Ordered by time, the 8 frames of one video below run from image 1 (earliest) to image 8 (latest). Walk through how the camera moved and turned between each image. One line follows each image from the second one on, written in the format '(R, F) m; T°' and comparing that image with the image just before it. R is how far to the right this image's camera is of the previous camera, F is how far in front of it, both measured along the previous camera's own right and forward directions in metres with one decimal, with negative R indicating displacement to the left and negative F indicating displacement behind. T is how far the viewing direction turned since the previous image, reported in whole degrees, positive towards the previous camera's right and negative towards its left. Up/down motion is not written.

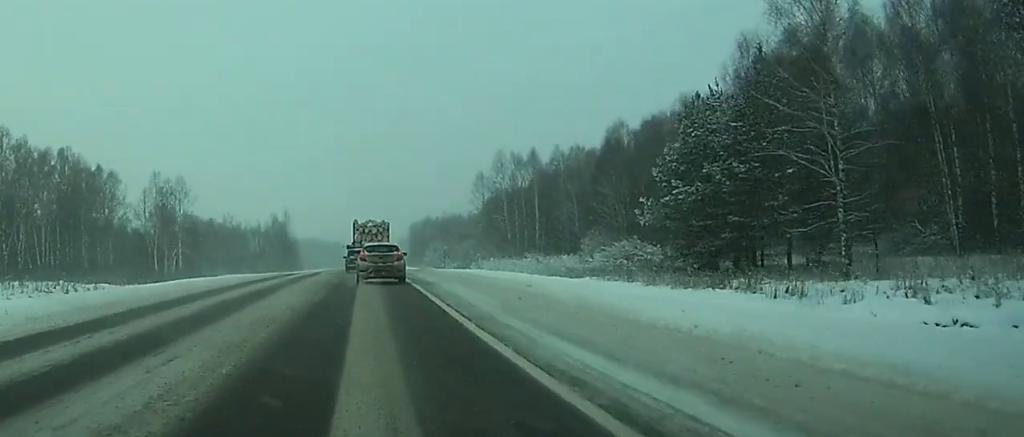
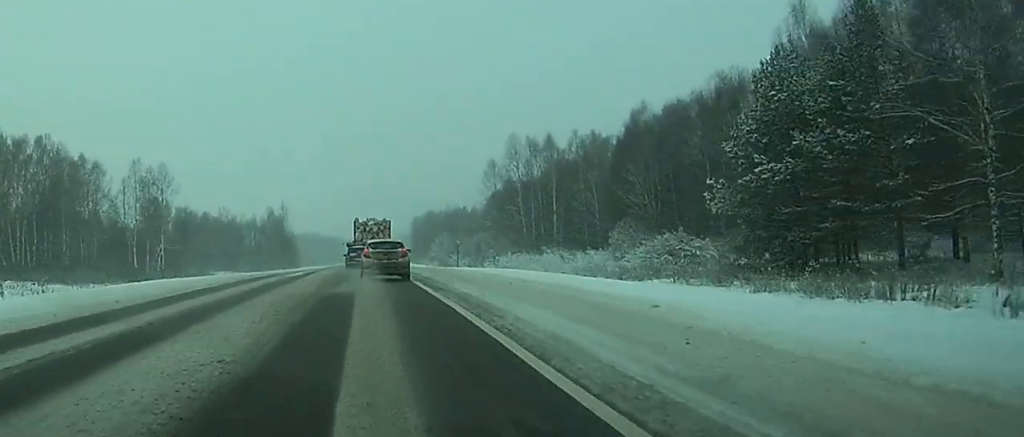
(0.0, +10.8) m; 0°
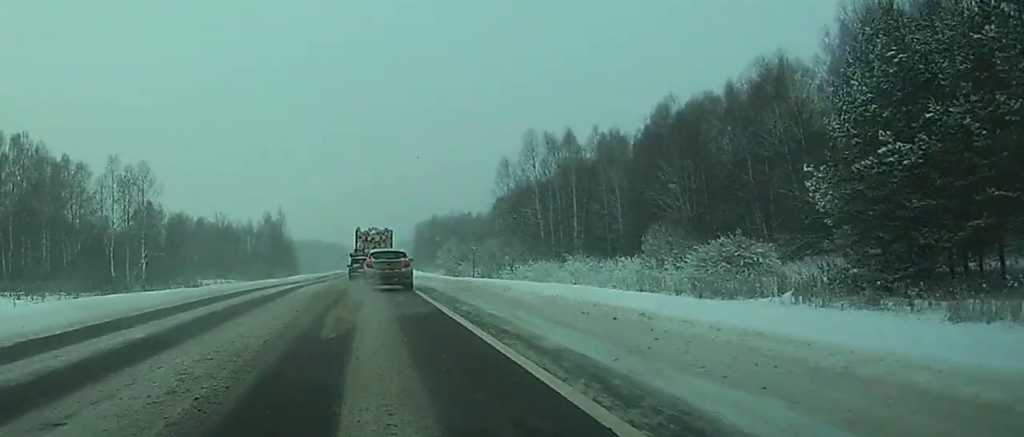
(0.0, +10.1) m; 0°
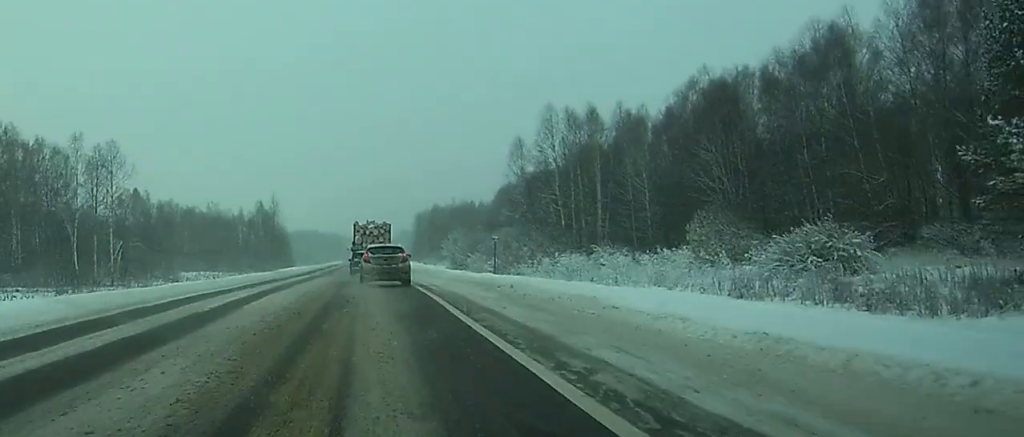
(0.0, +11.6) m; 0°
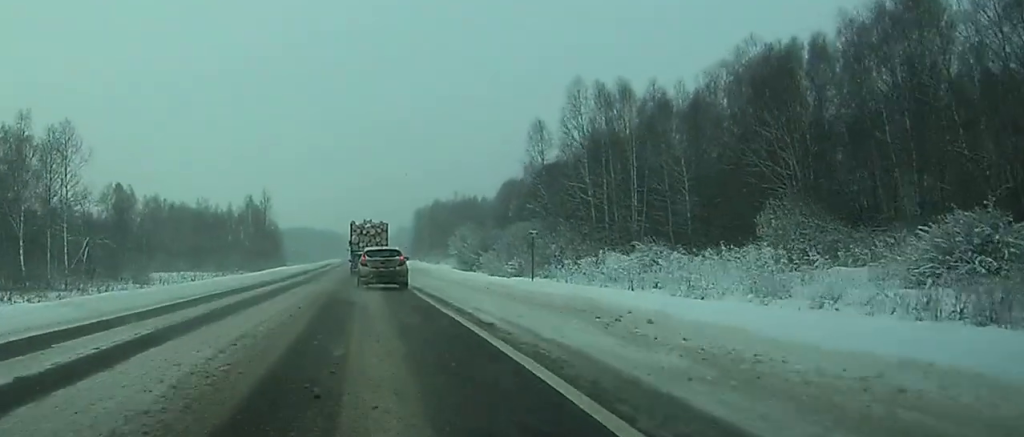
(0.0, +13.0) m; 0°
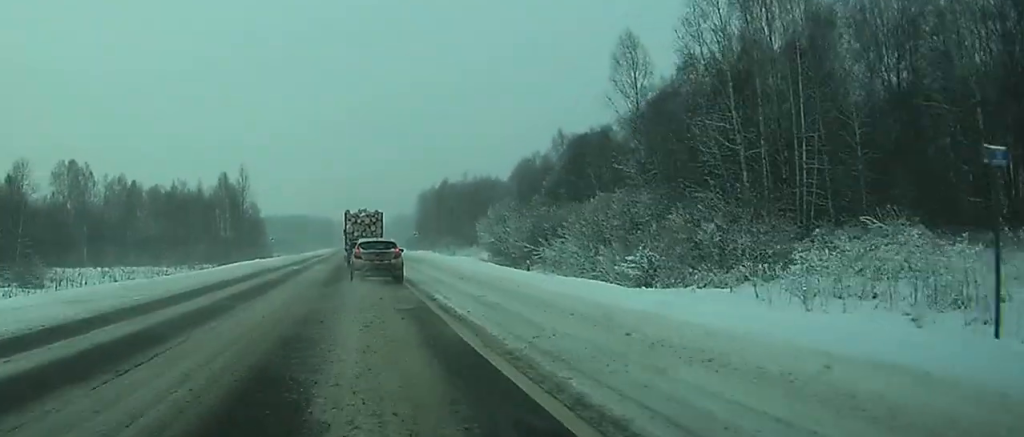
(+0.1, +31.5) m; 0°
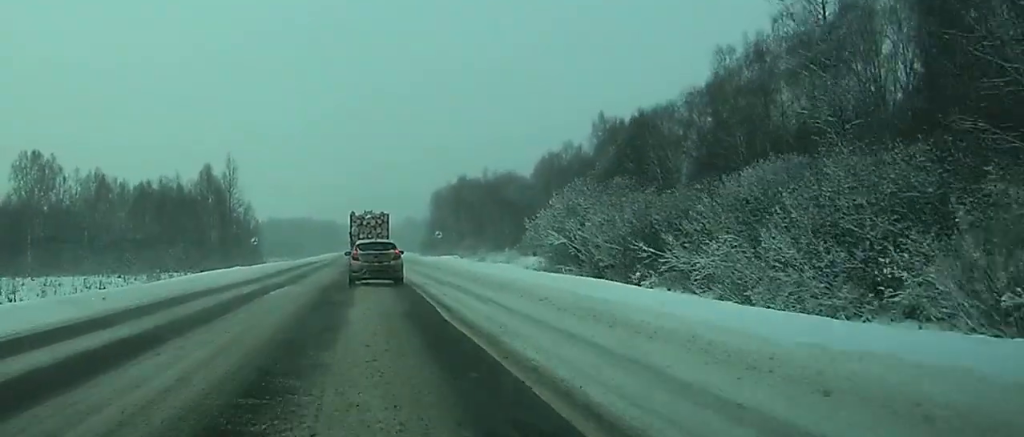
(-0.1, +23.5) m; 0°
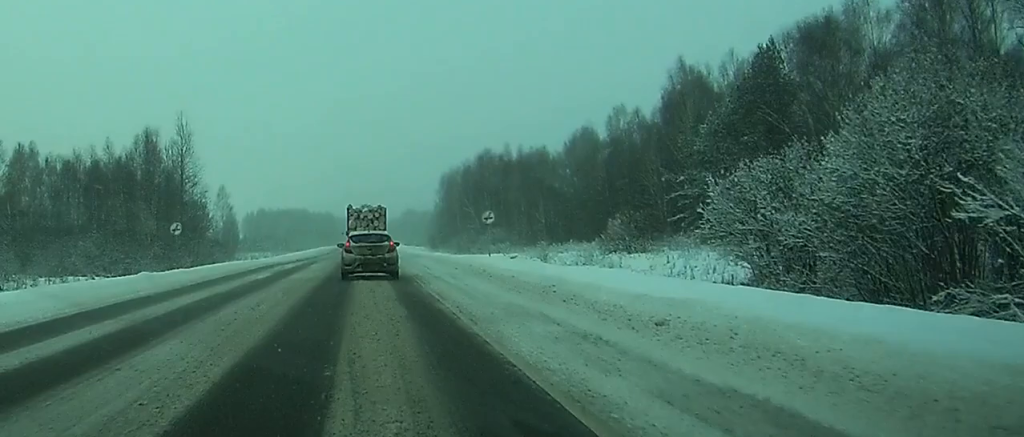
(-0.1, +35.4) m; 0°
